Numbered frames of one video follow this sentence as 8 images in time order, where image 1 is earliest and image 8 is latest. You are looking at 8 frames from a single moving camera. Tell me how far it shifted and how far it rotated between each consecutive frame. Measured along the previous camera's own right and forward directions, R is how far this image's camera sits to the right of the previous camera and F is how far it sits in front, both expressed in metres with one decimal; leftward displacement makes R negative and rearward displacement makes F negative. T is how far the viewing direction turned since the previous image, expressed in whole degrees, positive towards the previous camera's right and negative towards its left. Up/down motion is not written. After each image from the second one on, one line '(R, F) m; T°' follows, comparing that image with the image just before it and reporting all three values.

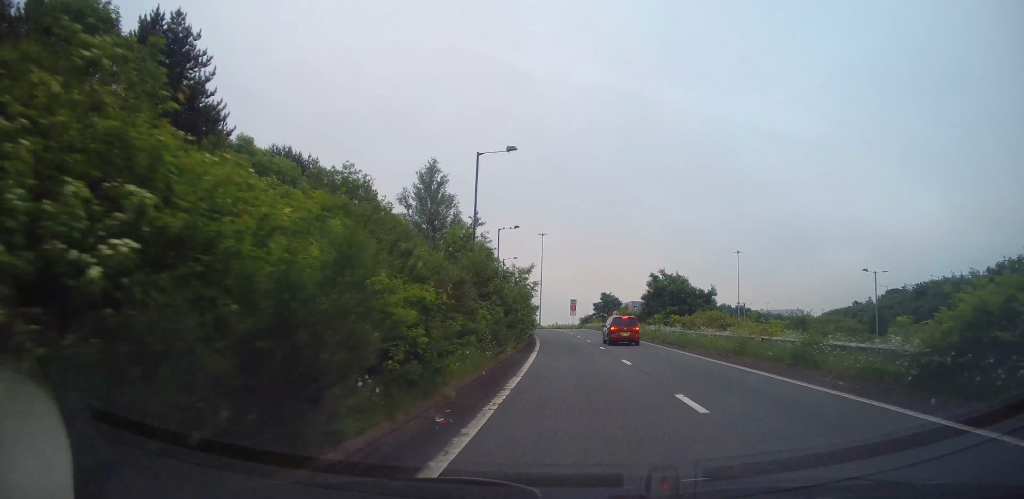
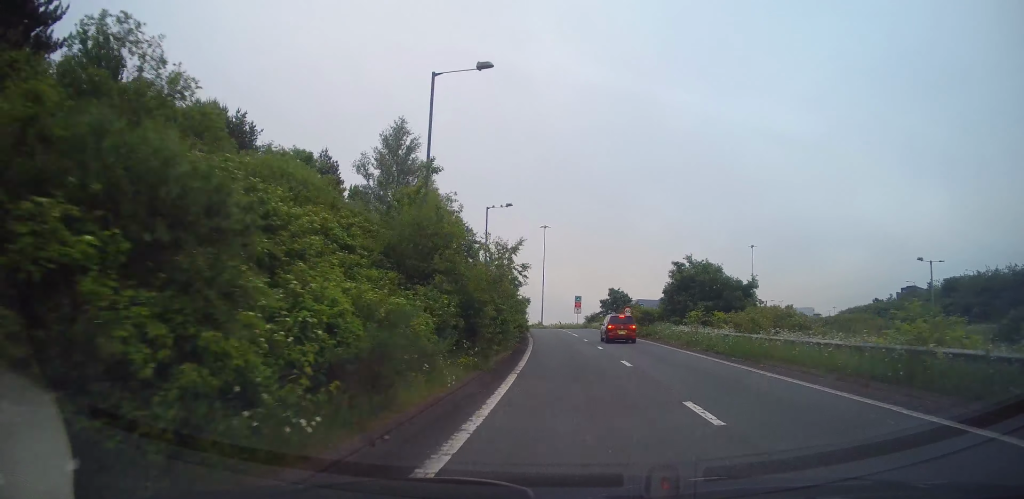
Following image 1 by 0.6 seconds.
(+0.1, +9.9) m; -1°
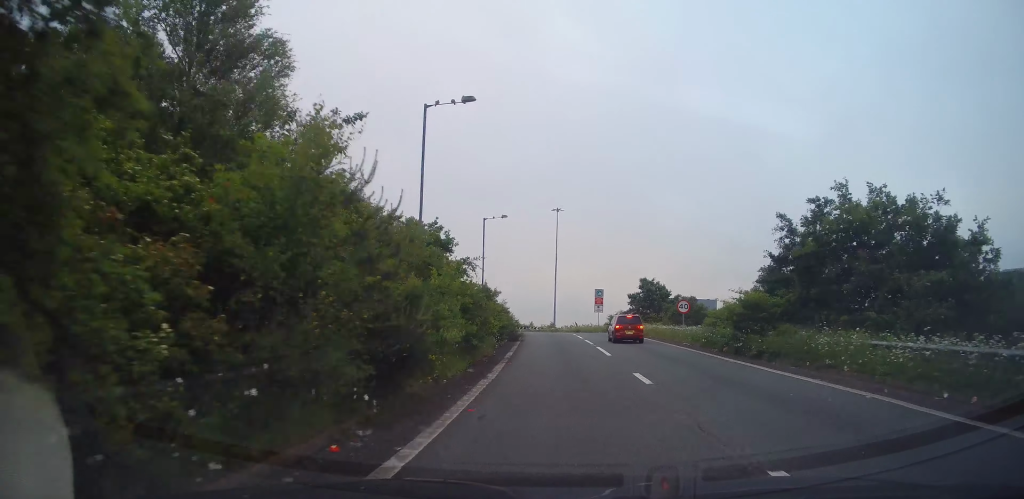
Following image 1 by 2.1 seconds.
(-0.4, +22.4) m; -3°
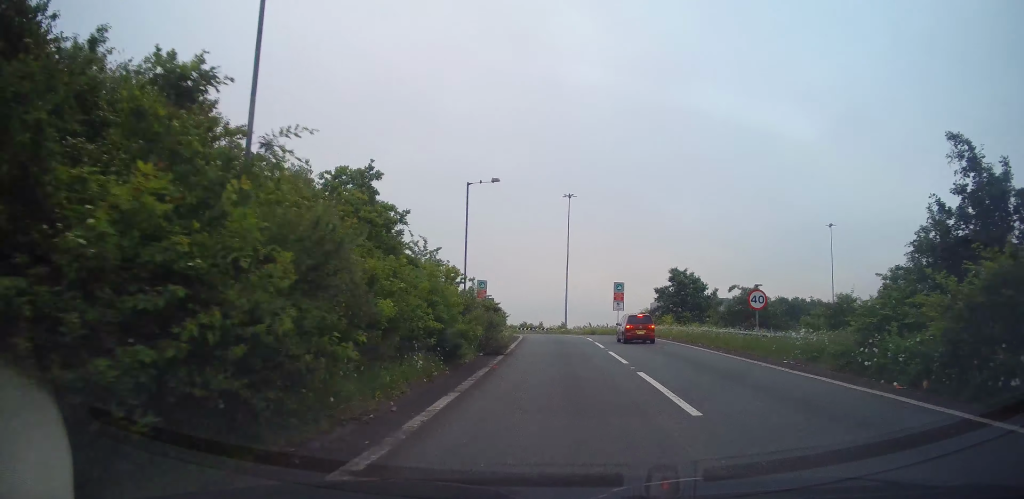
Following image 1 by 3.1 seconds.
(-0.1, +12.6) m; 0°
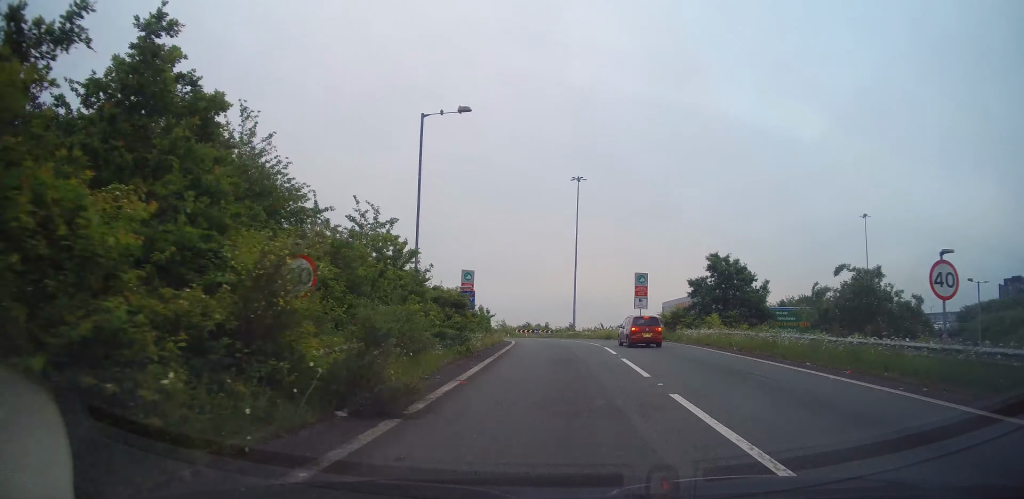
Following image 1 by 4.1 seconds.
(+0.1, +12.5) m; -1°
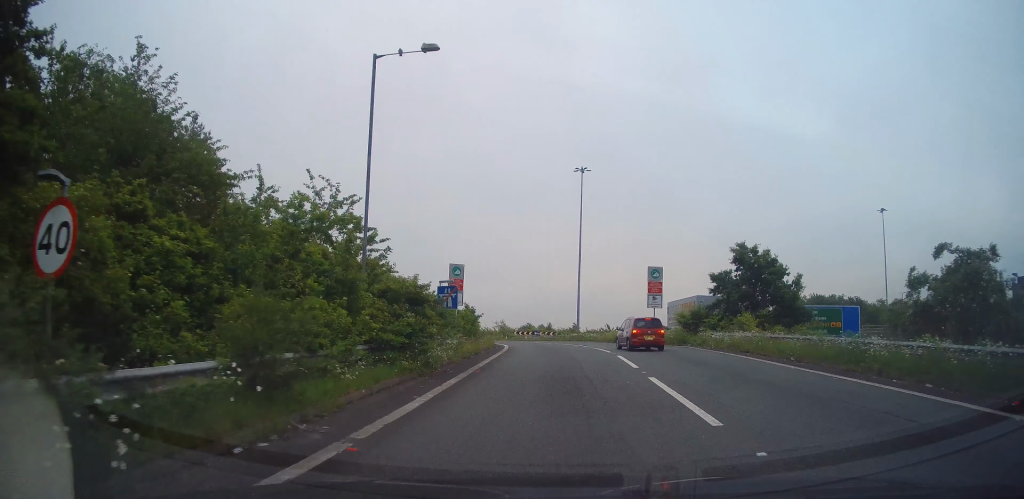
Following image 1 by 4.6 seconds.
(-0.2, +5.8) m; -1°
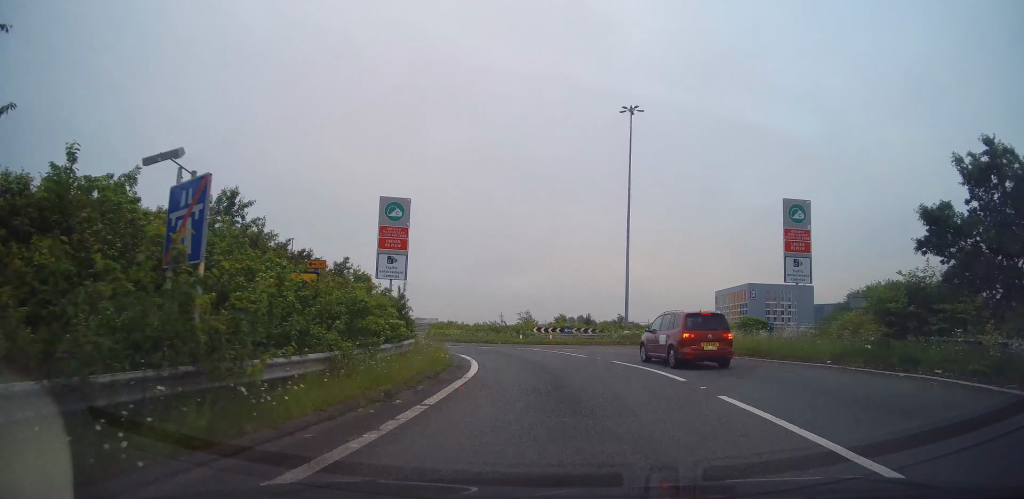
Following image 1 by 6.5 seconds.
(-1.1, +20.8) m; -5°
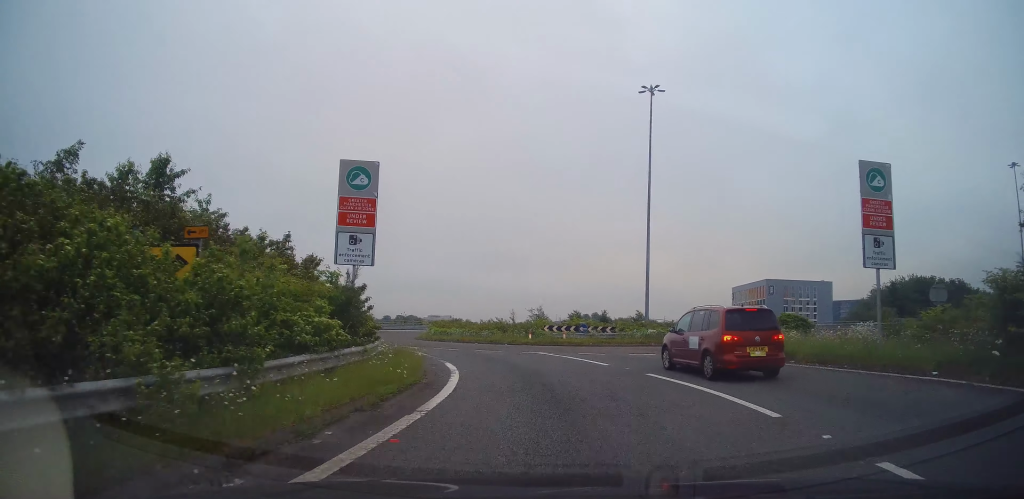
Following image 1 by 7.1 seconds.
(-0.2, +4.9) m; 0°
